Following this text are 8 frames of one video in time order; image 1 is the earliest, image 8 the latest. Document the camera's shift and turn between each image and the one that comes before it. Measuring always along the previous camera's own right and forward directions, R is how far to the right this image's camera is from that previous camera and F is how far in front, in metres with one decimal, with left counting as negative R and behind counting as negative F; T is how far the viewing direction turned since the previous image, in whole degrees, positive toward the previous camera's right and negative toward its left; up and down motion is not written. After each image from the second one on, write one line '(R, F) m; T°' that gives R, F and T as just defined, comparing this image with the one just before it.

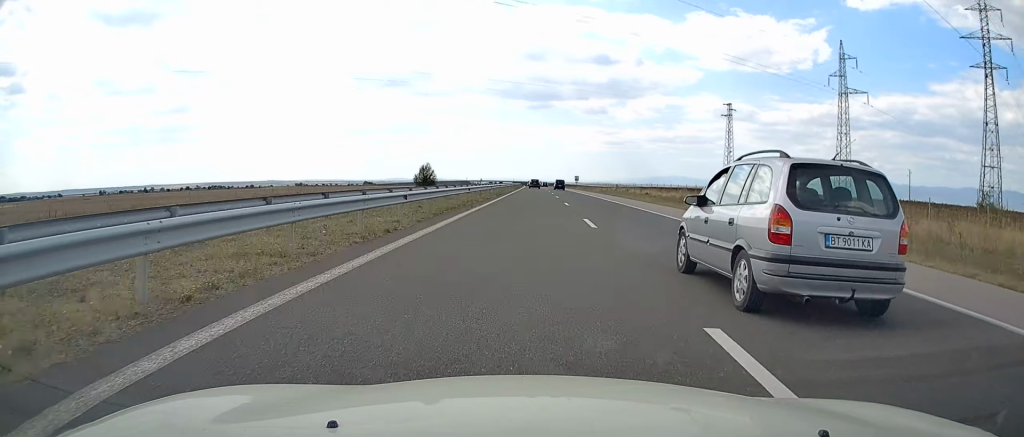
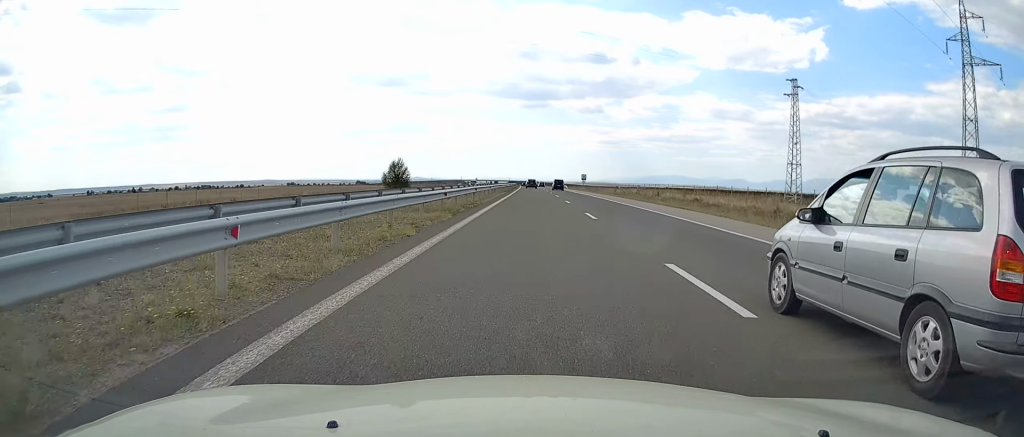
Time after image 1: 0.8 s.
(0.0, +27.2) m; +1°
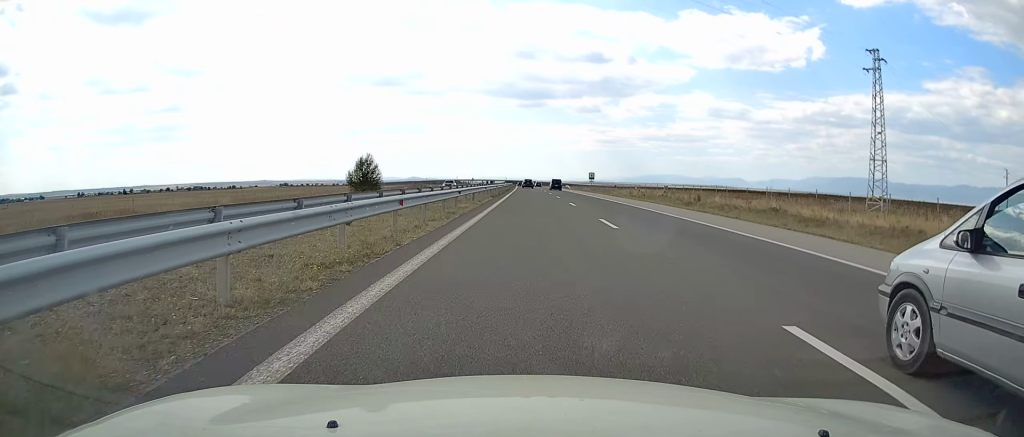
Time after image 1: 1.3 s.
(+0.1, +20.3) m; 0°
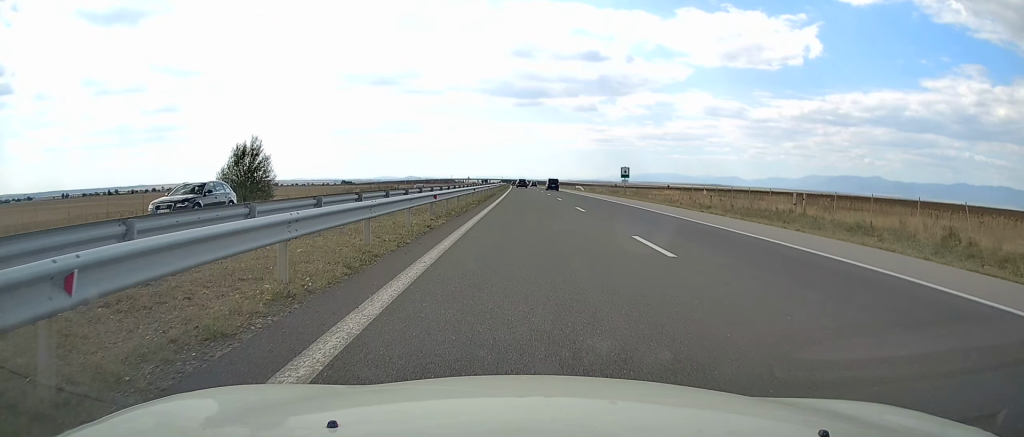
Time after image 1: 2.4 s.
(+0.2, +38.4) m; 0°
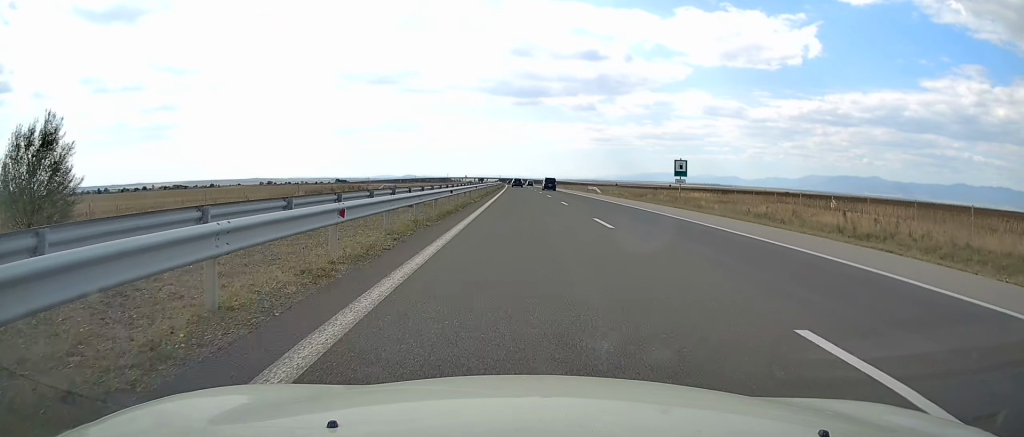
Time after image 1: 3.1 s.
(0.0, +25.4) m; 0°
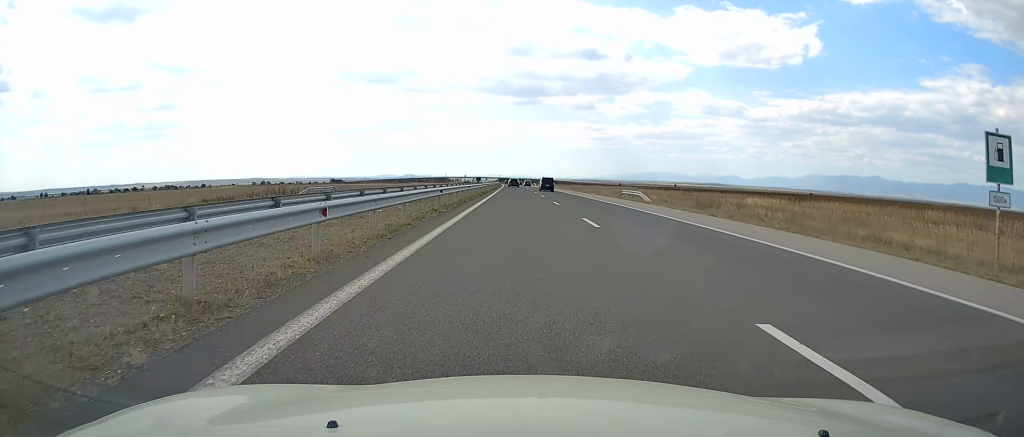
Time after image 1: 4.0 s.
(-0.4, +31.7) m; +1°
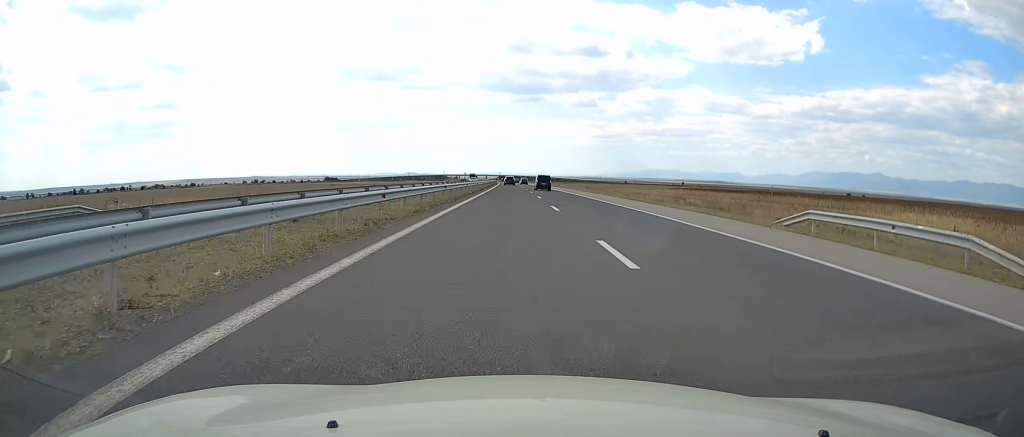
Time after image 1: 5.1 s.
(+0.8, +40.6) m; 0°
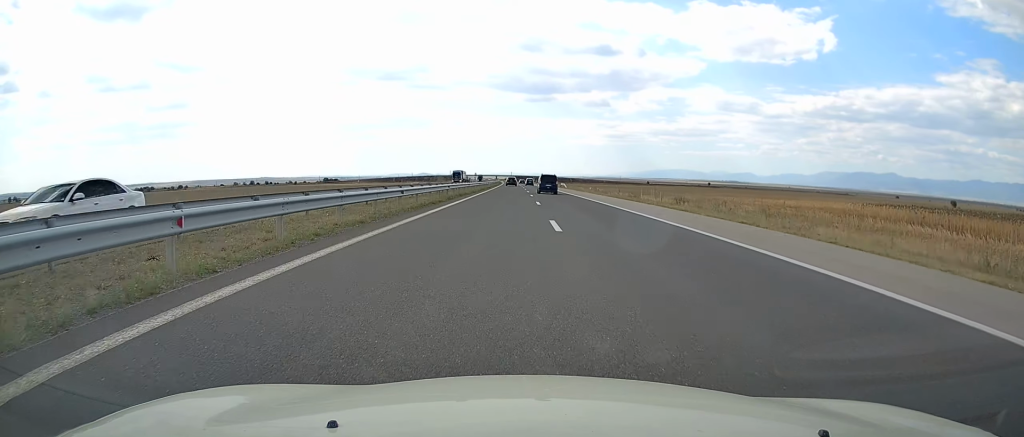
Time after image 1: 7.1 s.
(-0.7, +73.7) m; -1°
